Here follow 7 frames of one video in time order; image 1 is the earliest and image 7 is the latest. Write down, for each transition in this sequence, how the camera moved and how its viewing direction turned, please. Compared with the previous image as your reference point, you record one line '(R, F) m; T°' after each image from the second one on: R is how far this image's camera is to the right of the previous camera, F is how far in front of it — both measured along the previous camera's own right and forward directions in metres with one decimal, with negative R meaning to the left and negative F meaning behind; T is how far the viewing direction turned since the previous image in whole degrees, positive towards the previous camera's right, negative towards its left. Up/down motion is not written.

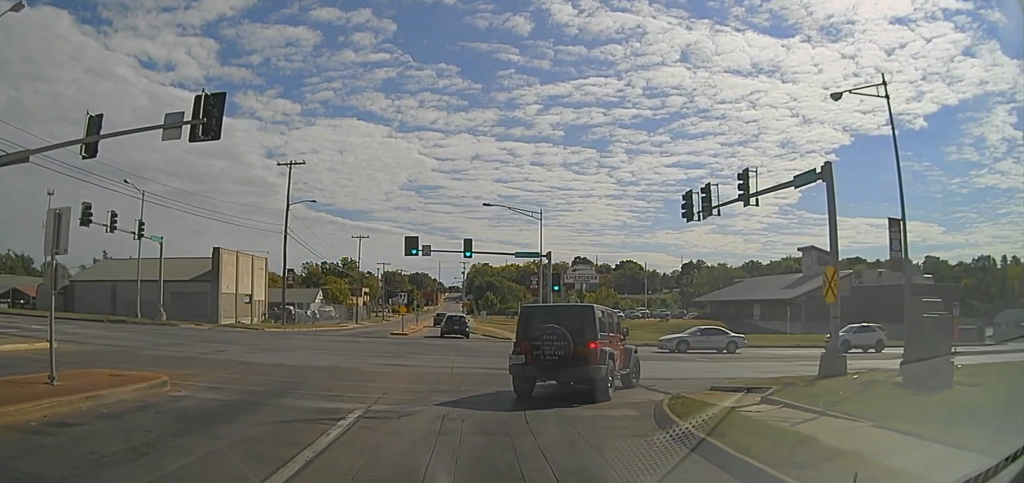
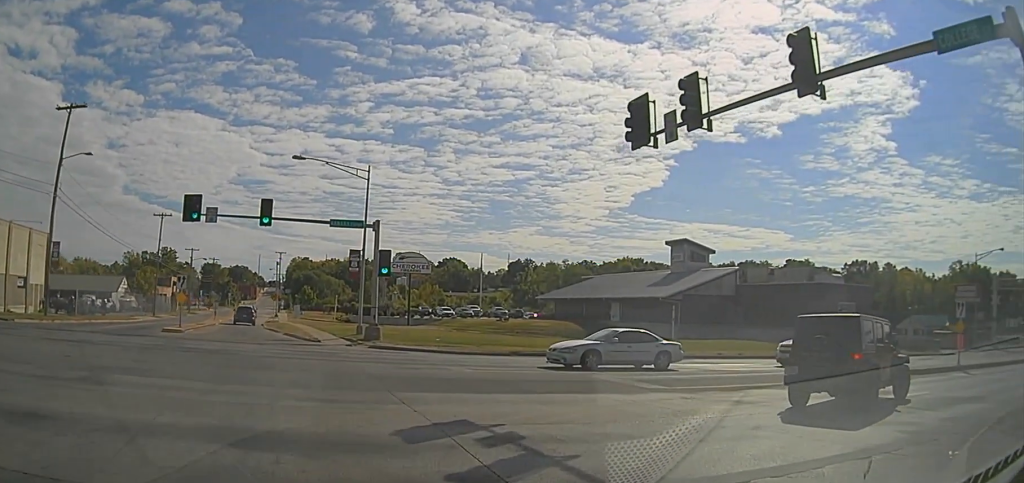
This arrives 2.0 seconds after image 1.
(+1.1, +13.5) m; +8°
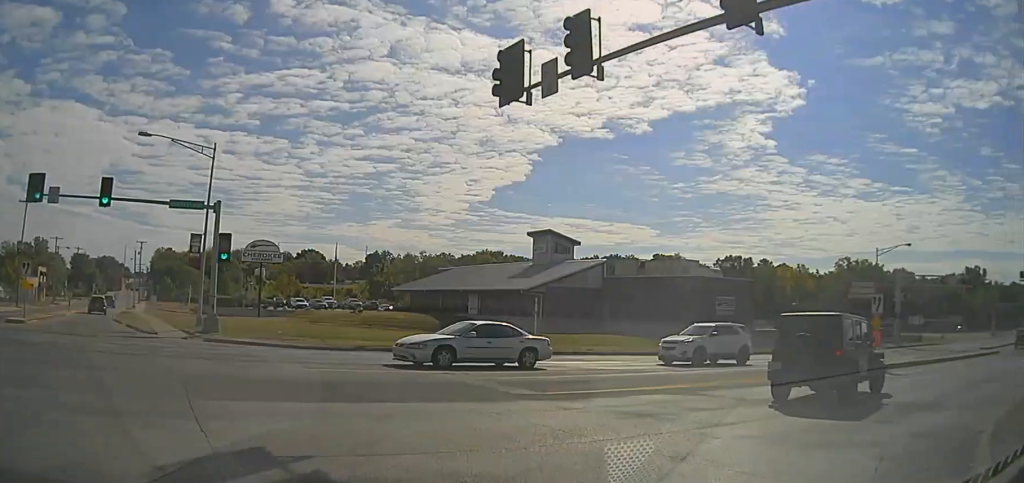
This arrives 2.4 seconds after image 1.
(-0.1, +3.0) m; +2°
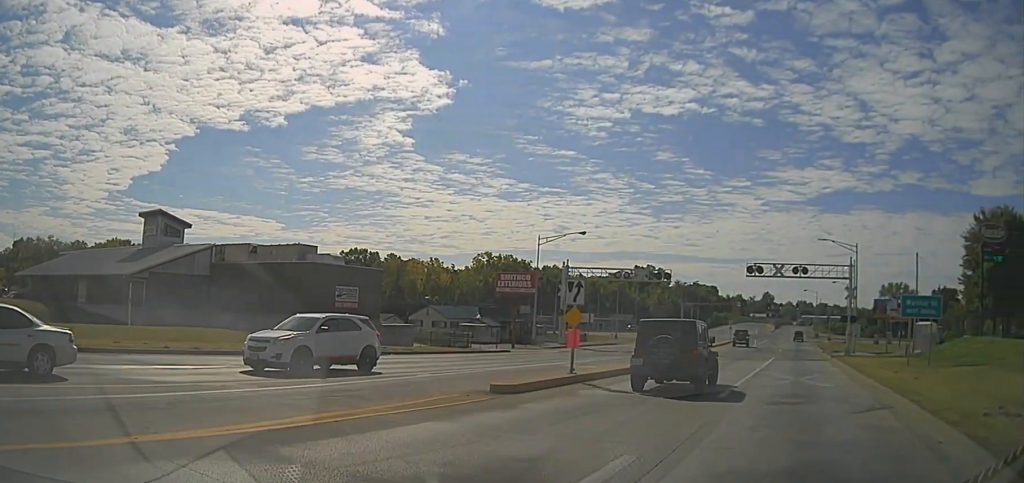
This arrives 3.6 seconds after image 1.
(+1.0, +7.5) m; +22°
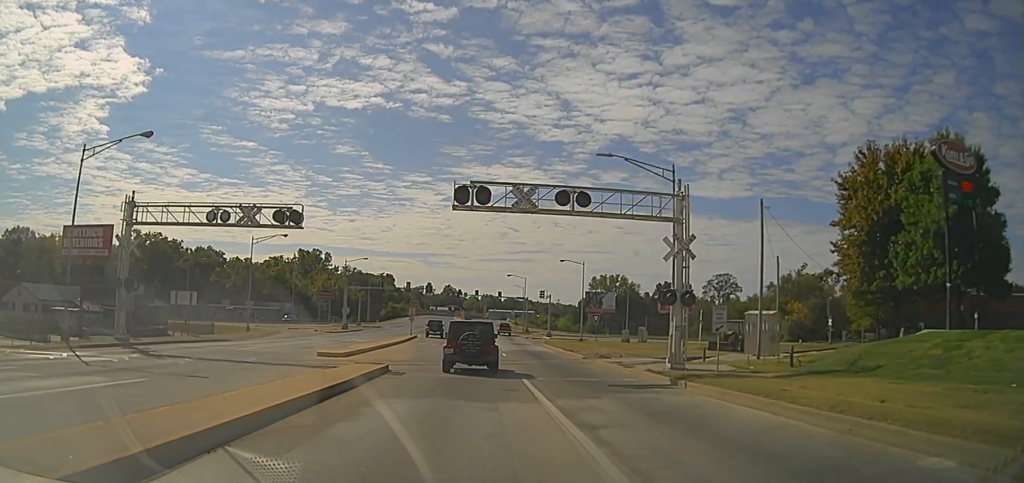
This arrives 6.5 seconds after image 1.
(+13.0, +15.1) m; +56°
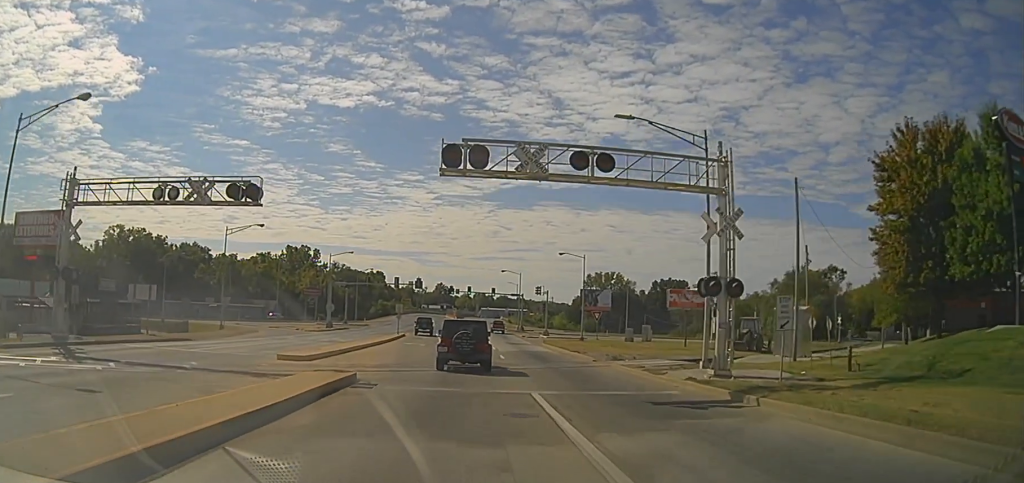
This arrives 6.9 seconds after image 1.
(-0.1, +4.6) m; -2°
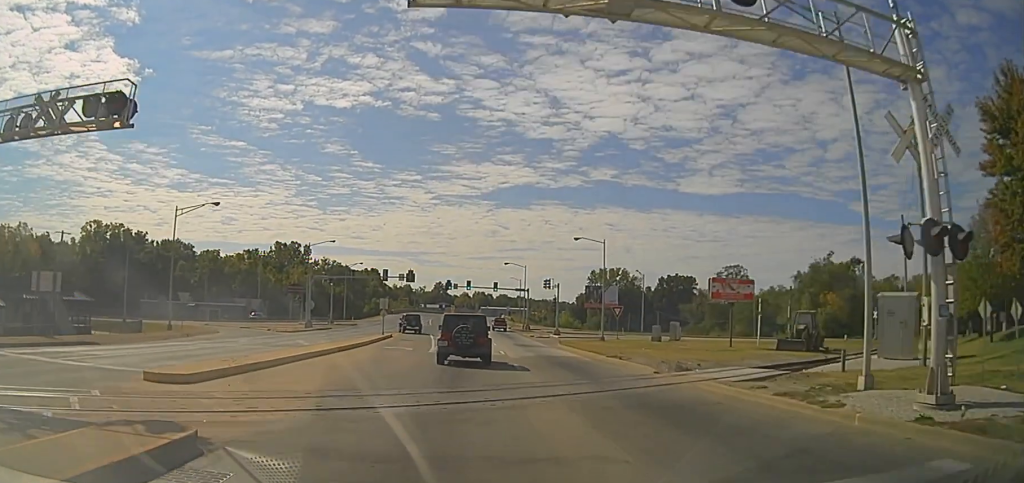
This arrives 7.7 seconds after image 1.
(-0.3, +9.4) m; -1°
